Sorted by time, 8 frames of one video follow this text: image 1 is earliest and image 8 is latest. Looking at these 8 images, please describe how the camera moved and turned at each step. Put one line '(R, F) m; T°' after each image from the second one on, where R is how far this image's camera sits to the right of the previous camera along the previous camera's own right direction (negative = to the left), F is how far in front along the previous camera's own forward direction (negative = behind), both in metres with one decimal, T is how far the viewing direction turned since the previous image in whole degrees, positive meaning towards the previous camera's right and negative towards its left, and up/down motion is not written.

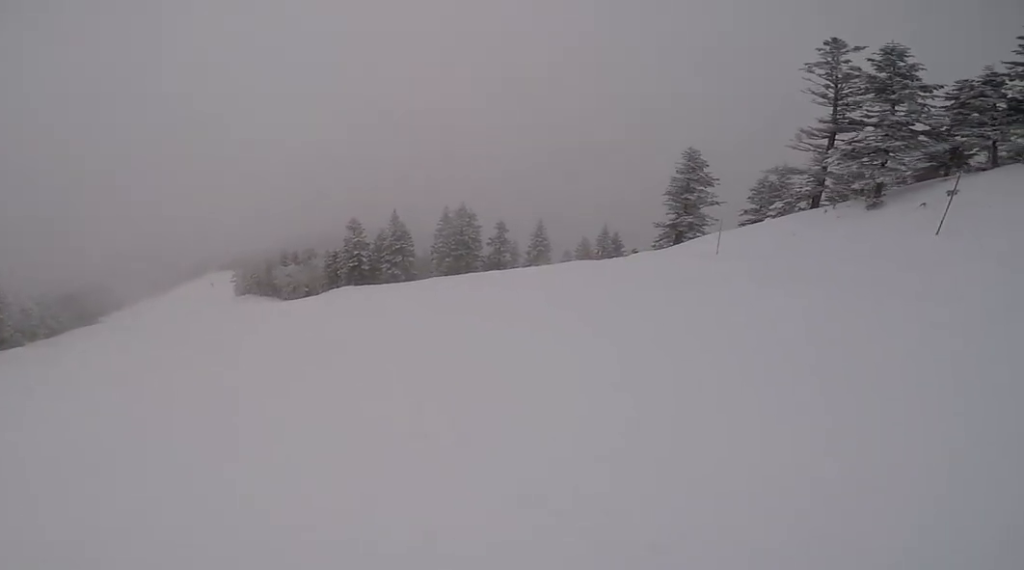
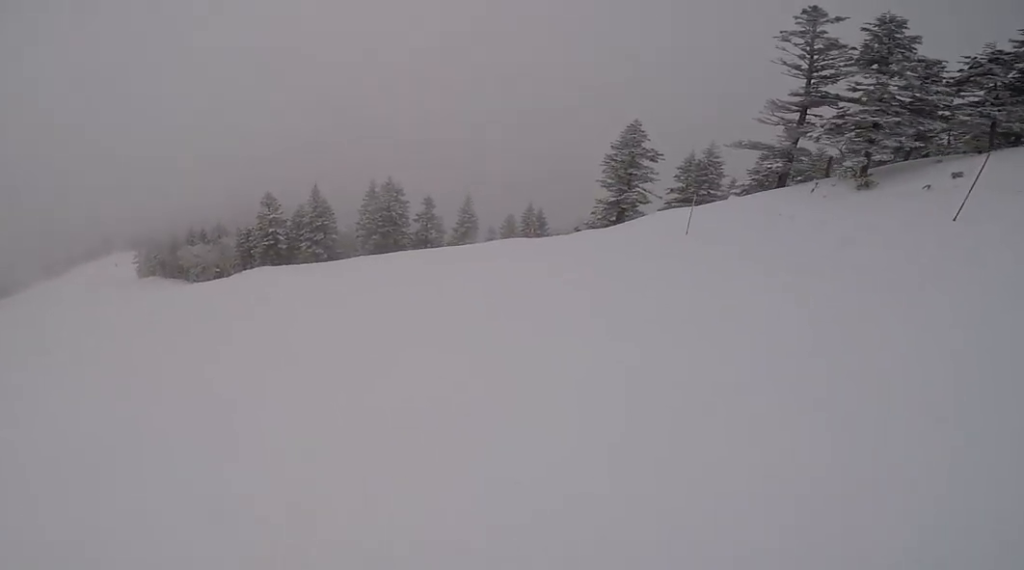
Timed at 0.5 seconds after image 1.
(-0.5, +3.3) m; -10°
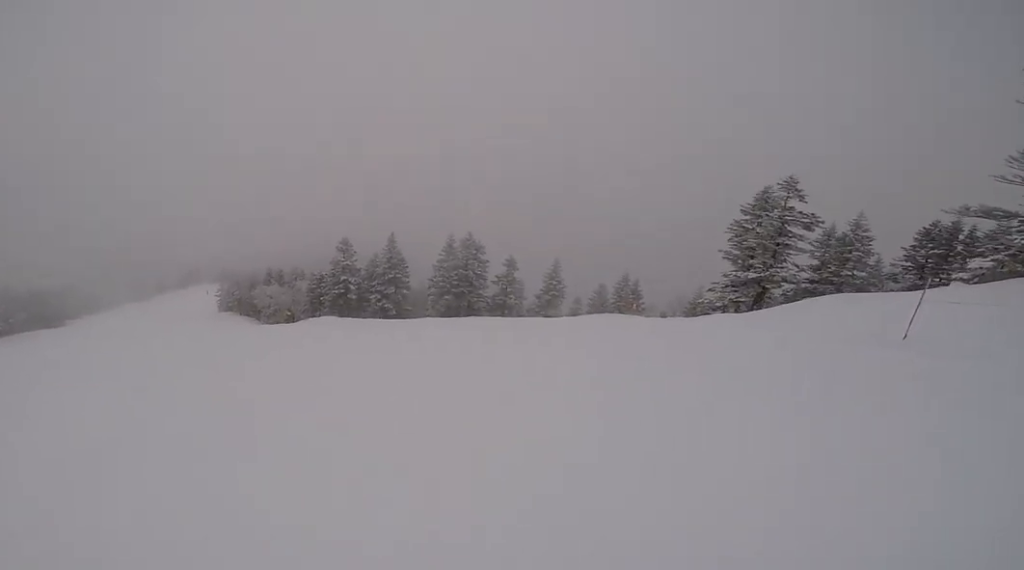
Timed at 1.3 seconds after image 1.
(-0.6, +4.9) m; -16°
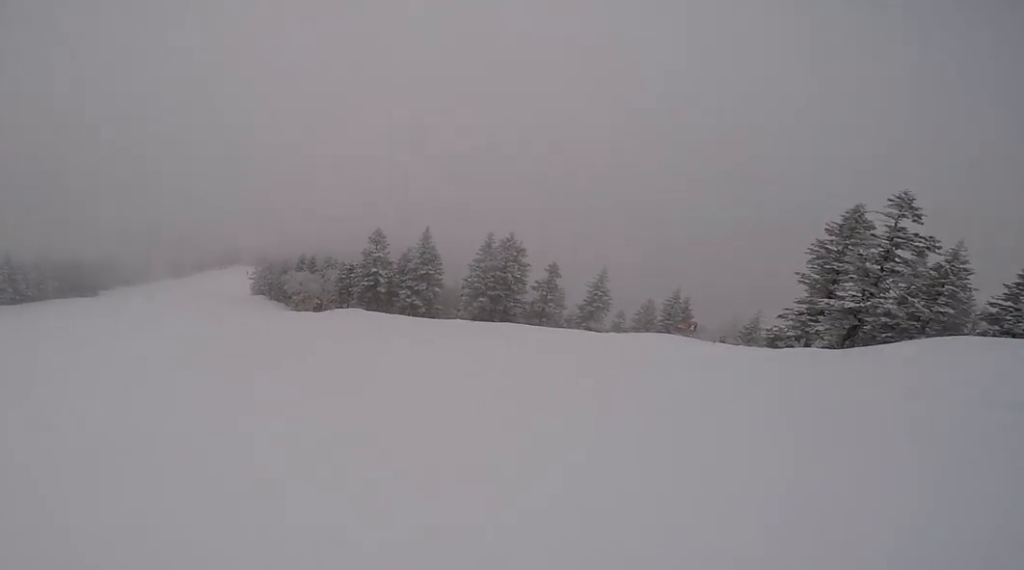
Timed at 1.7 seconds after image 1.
(-0.4, +2.9) m; -9°
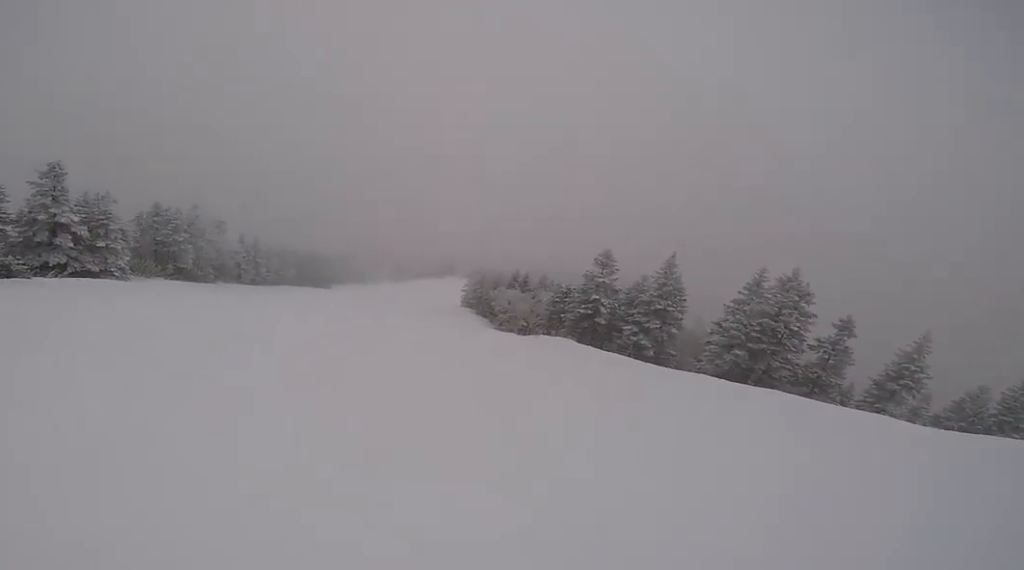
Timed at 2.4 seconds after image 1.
(-0.6, +4.9) m; -12°
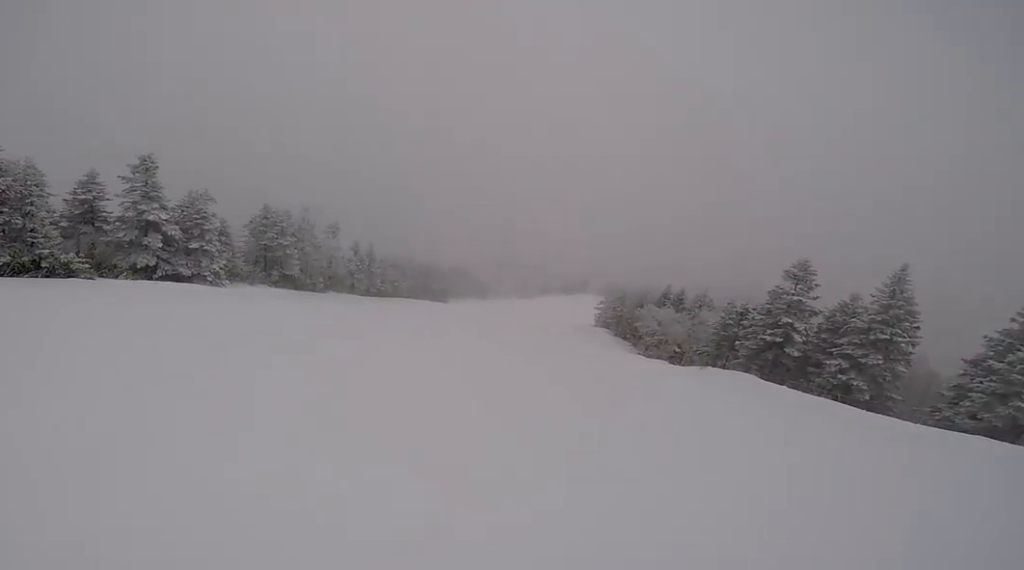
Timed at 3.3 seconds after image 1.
(-0.7, +6.2) m; -5°
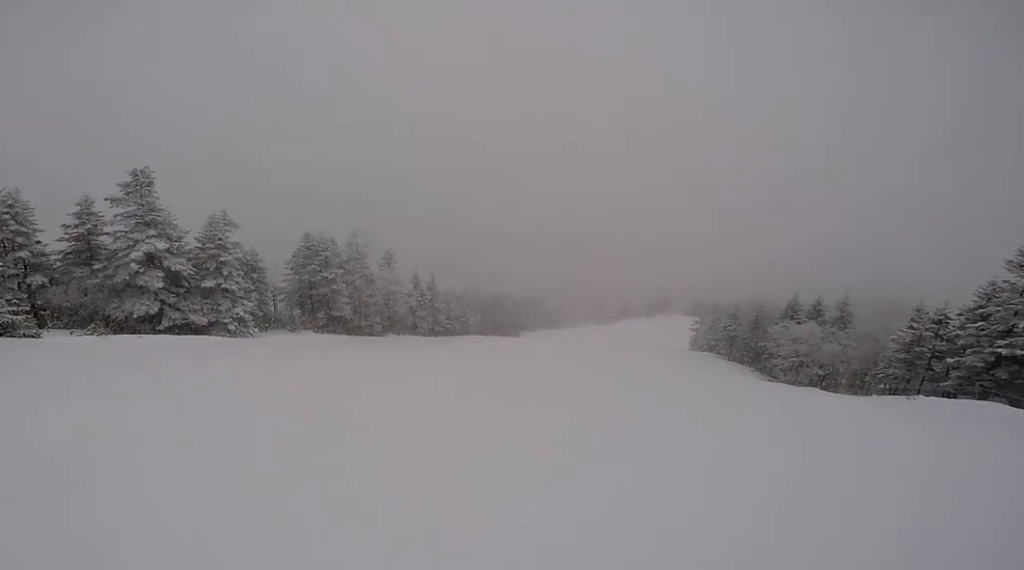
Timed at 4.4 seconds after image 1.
(+0.6, +7.2) m; +27°
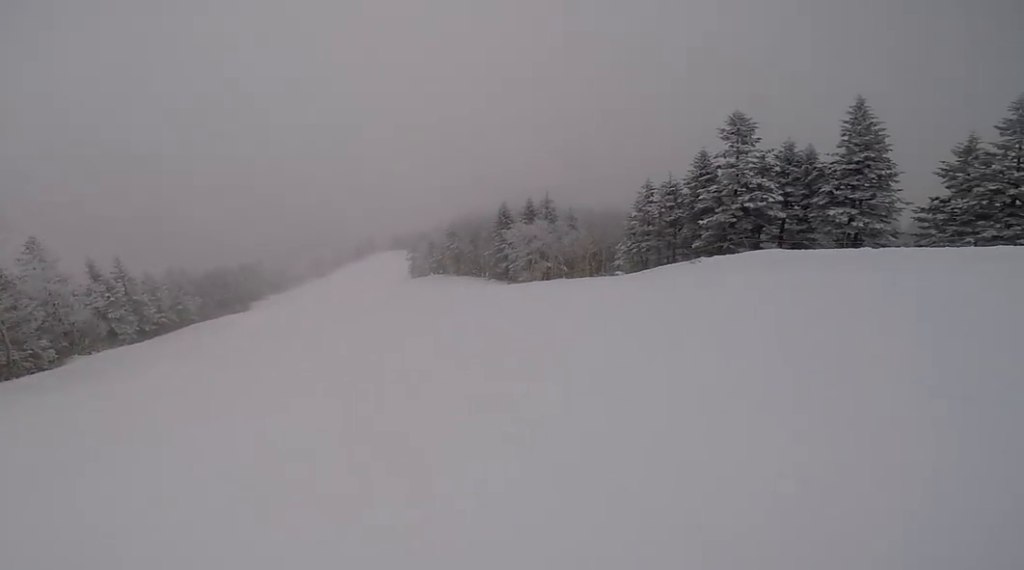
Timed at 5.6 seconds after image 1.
(+3.4, +8.7) m; +22°
